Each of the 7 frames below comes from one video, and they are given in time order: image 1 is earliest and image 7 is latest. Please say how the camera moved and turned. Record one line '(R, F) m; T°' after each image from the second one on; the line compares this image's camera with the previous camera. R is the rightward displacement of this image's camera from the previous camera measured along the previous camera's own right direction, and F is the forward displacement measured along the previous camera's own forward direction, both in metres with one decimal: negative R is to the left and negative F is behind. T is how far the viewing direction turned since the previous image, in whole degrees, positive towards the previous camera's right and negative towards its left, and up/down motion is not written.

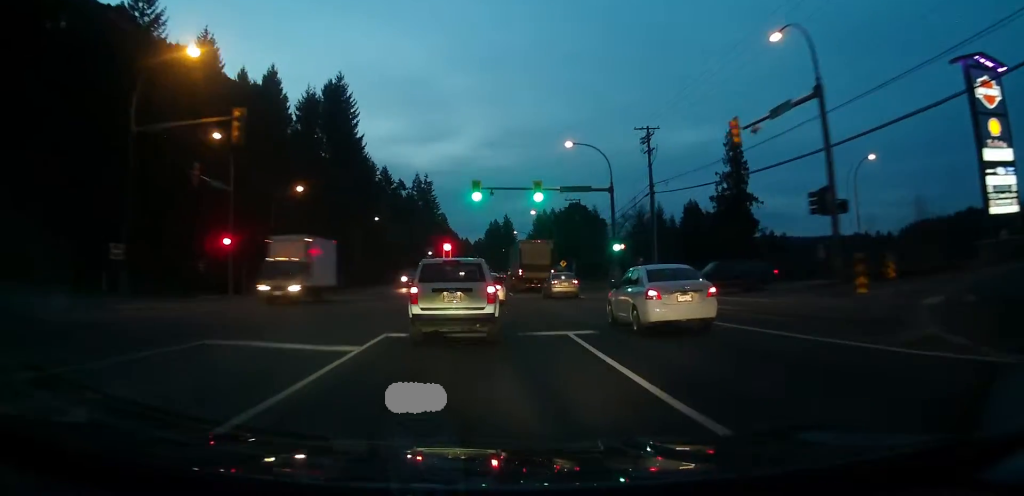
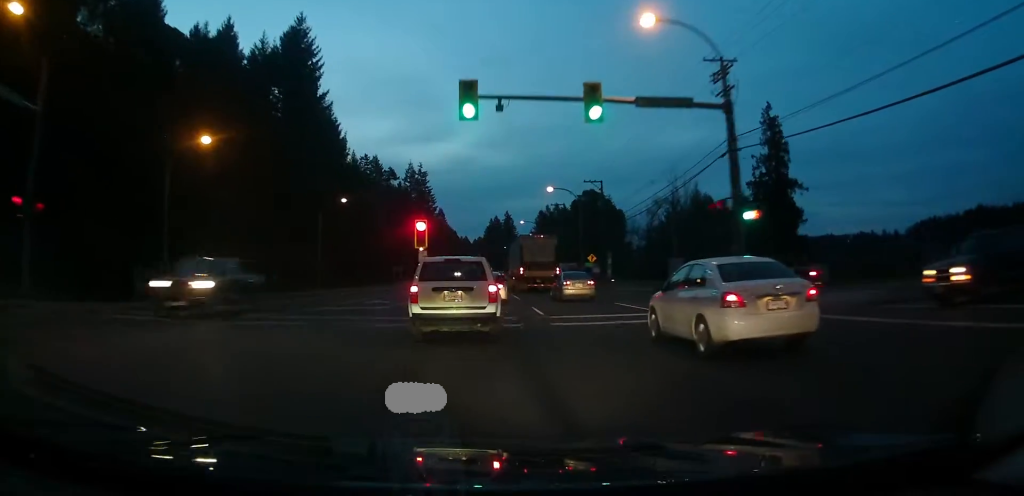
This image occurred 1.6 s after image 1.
(-0.7, +19.1) m; -3°
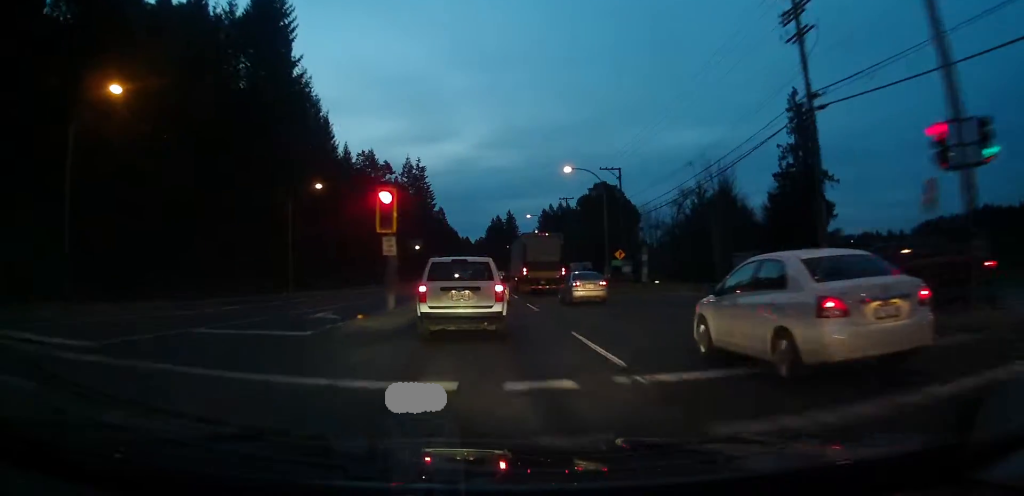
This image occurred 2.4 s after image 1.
(0.0, +10.6) m; 0°
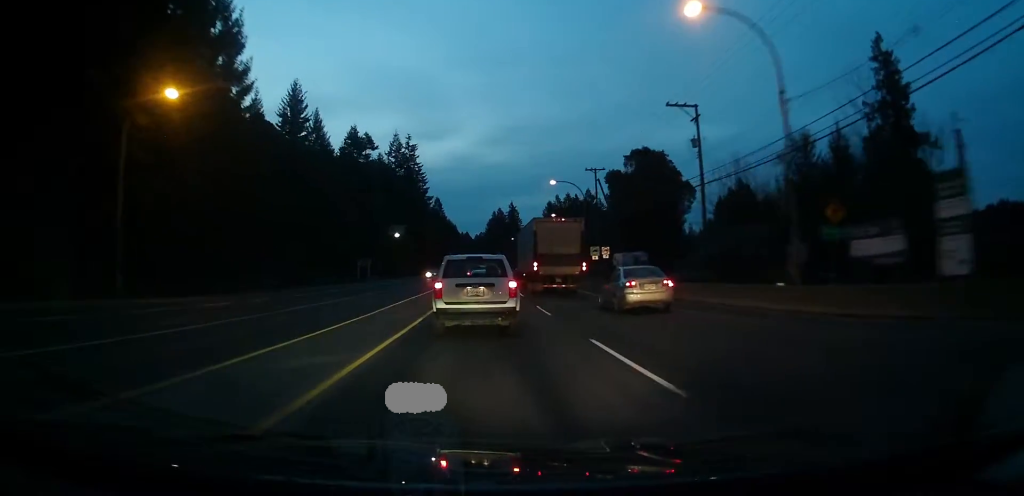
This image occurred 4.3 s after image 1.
(-0.2, +28.3) m; 0°
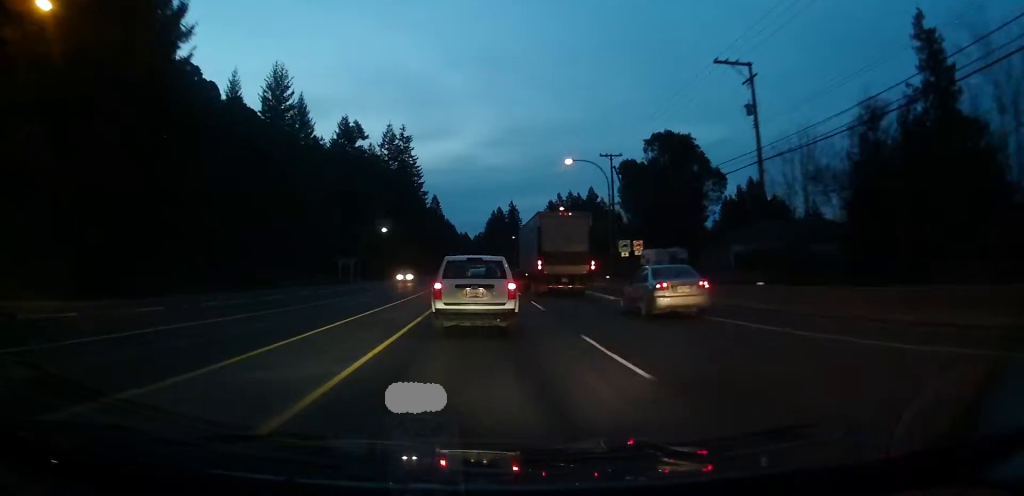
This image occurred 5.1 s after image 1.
(-0.2, +11.4) m; +1°
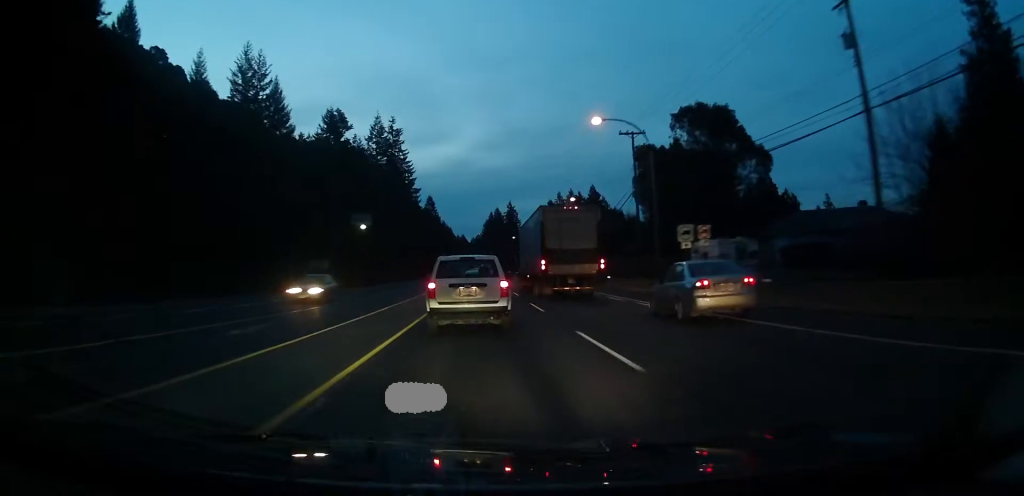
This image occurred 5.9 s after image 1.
(+0.5, +13.1) m; 0°
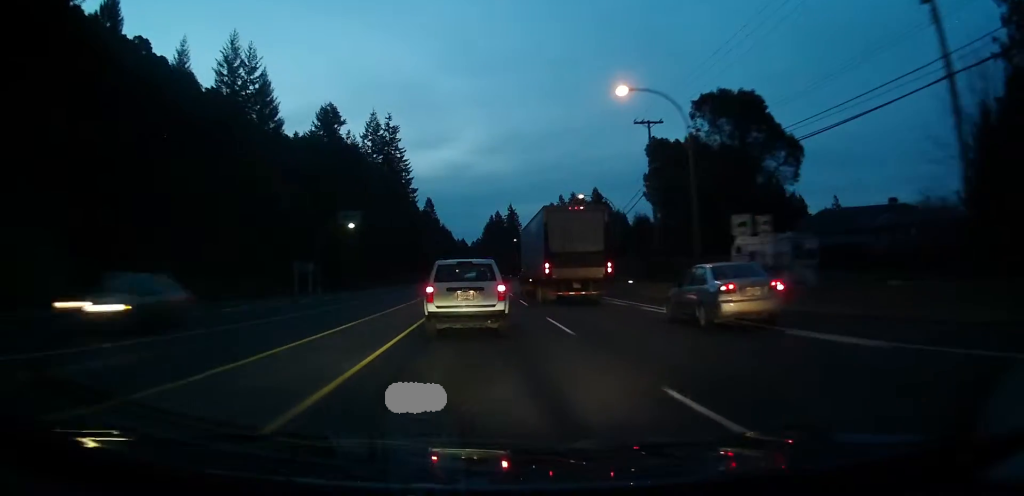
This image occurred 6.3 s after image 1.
(0.0, +6.4) m; 0°
